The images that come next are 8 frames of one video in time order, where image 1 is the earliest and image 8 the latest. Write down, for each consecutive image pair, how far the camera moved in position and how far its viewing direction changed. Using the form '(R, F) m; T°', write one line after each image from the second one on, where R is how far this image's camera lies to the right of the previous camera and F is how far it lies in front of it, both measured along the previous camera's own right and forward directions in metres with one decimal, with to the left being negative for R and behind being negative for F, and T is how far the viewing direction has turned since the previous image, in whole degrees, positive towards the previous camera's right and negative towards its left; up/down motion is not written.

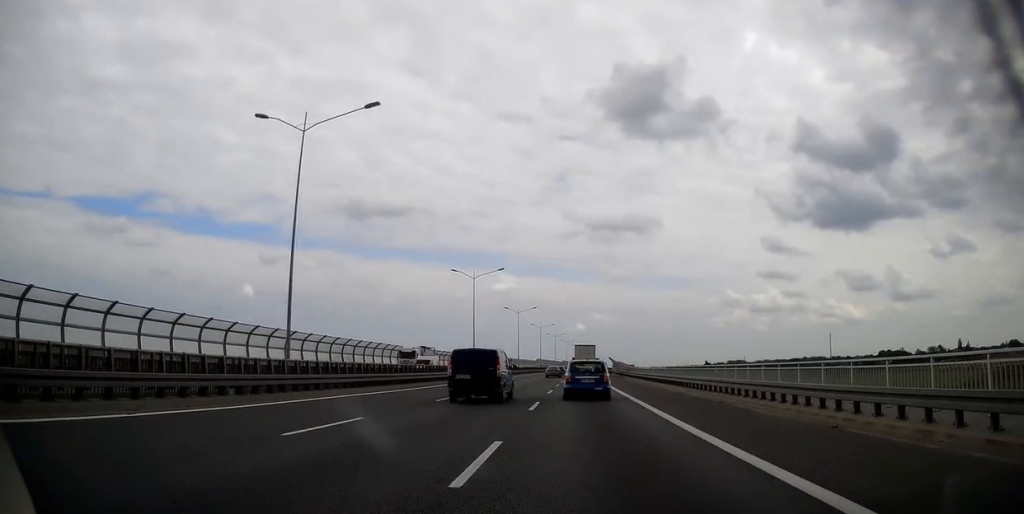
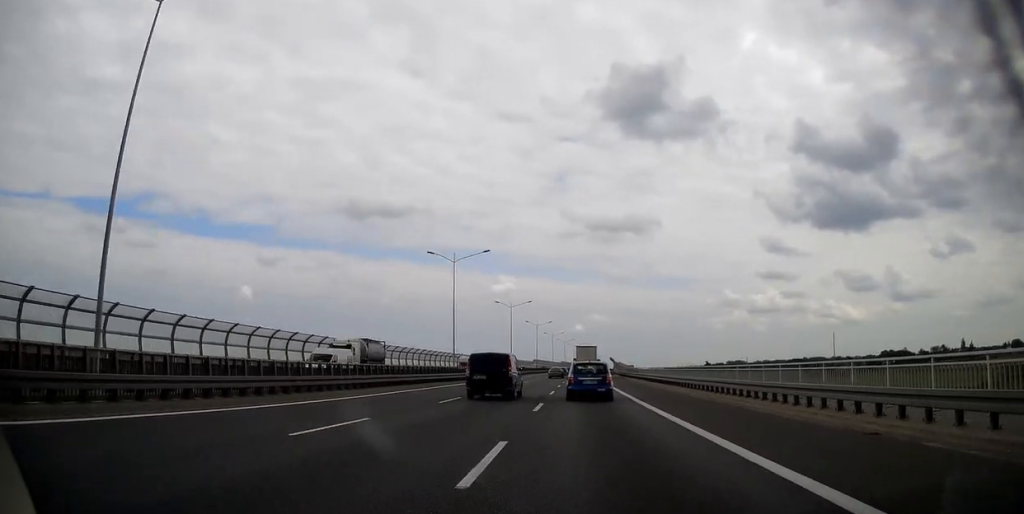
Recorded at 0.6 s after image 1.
(+0.3, +12.6) m; 0°
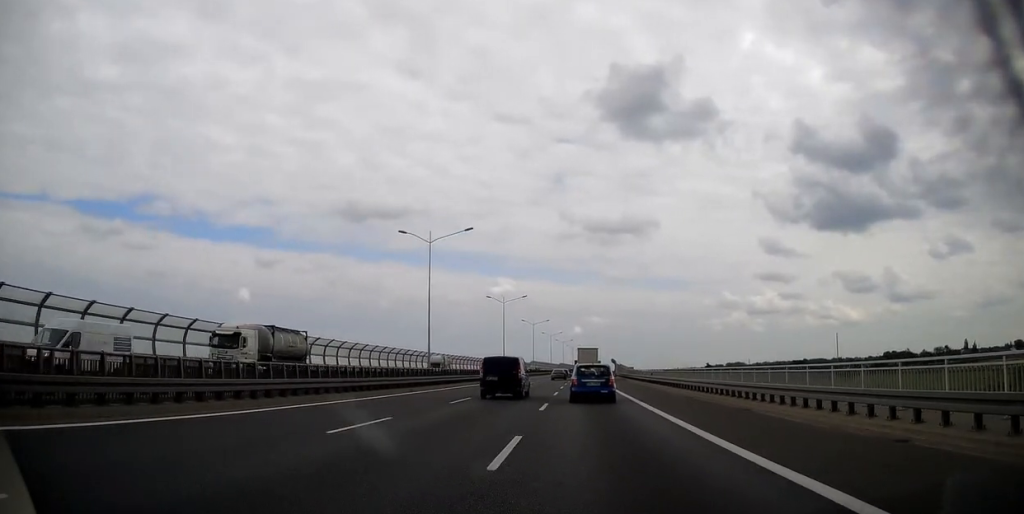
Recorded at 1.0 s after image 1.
(-0.2, +10.5) m; +1°
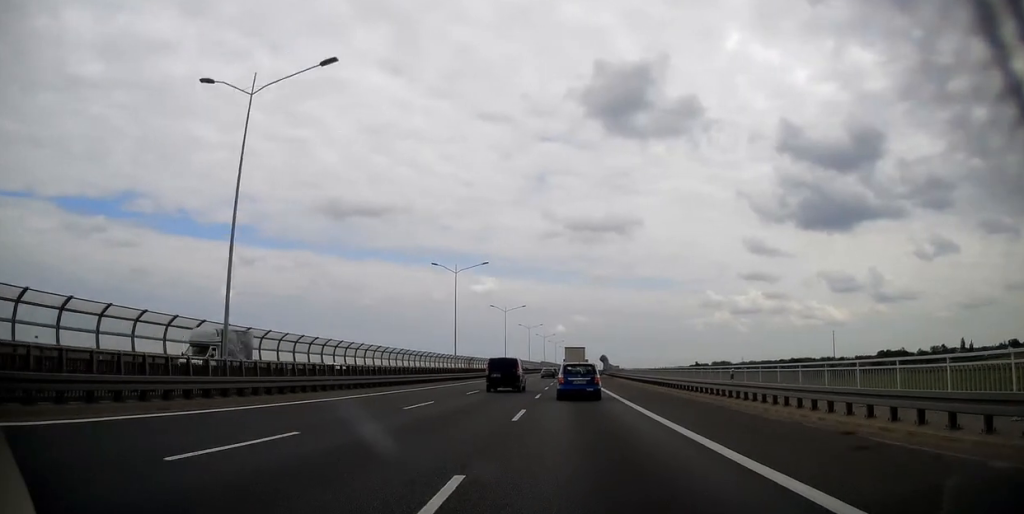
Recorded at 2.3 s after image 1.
(+0.5, +28.7) m; +2°
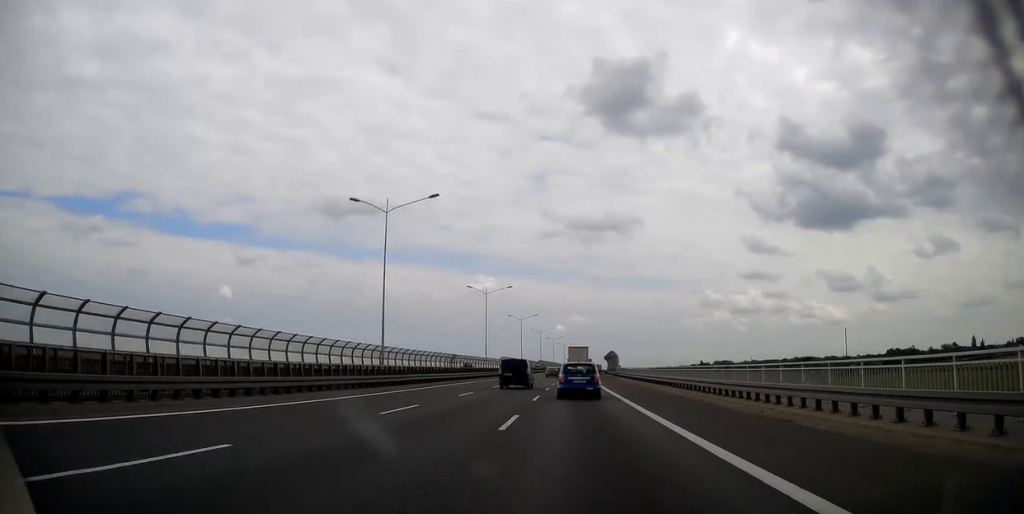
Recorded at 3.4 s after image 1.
(-0.1, +26.2) m; 0°
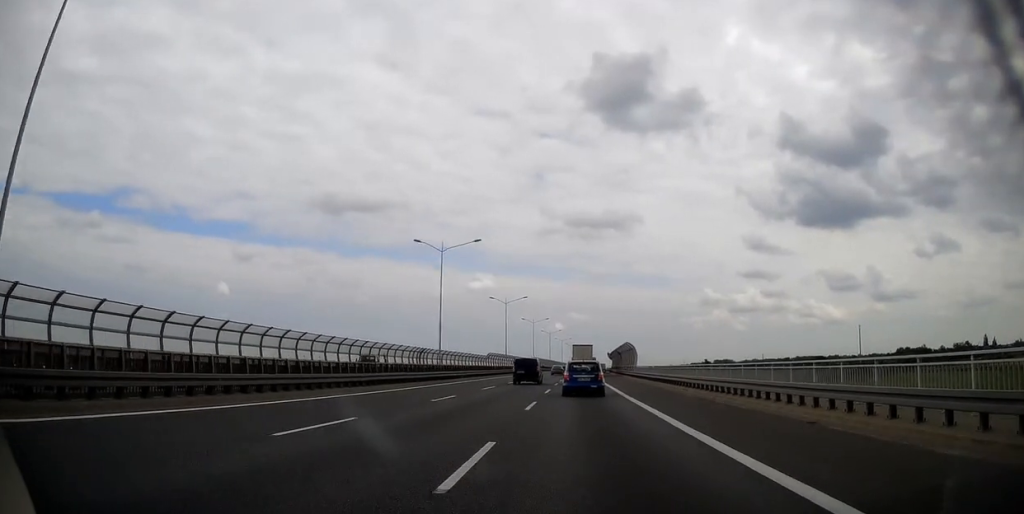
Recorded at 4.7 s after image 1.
(0.0, +30.3) m; 0°
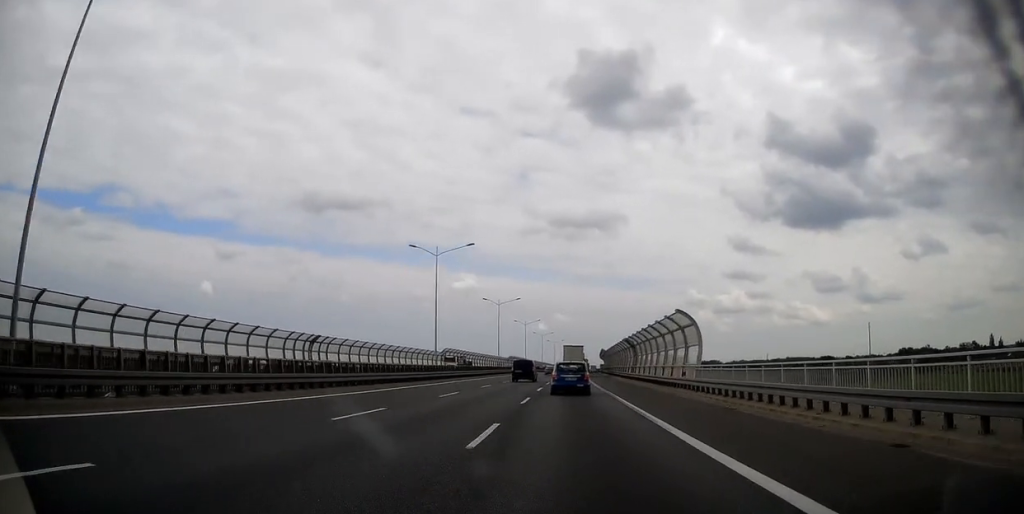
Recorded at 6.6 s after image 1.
(+0.7, +44.1) m; +2°
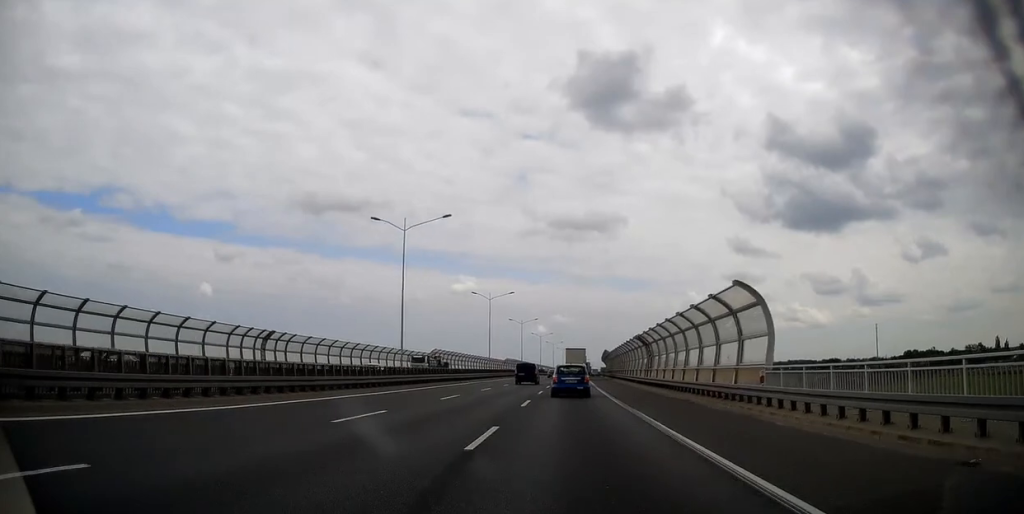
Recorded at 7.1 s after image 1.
(0.0, +12.0) m; 0°
